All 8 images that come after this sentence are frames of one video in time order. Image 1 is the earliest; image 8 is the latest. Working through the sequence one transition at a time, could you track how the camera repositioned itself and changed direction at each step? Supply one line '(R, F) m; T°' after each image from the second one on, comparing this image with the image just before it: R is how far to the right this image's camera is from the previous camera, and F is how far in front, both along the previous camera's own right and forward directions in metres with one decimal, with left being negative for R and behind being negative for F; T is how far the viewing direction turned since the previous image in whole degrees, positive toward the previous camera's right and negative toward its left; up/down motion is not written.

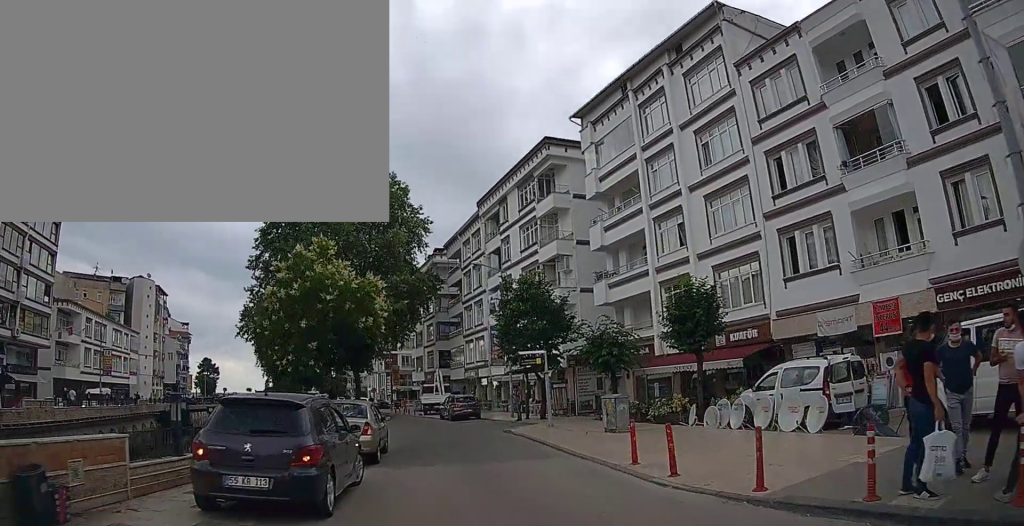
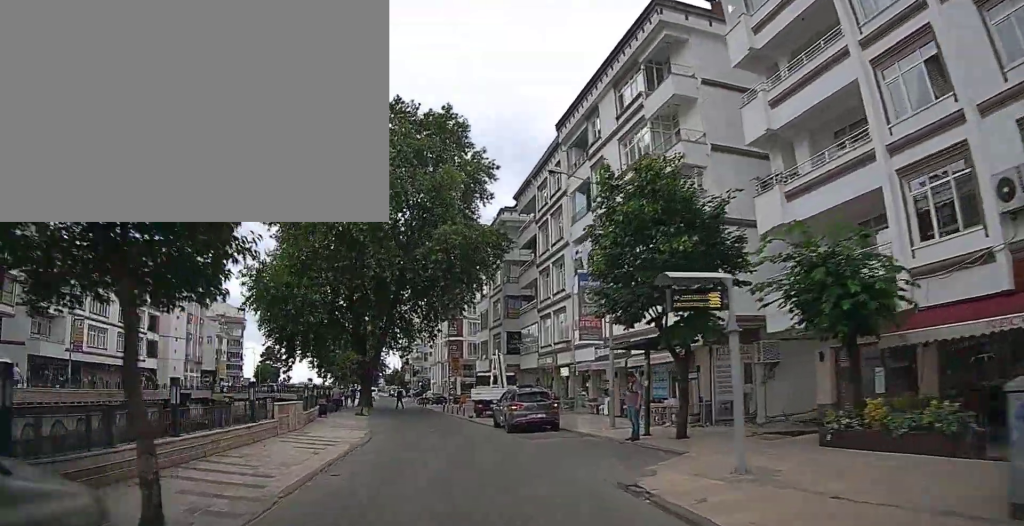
(-0.2, +13.1) m; -5°
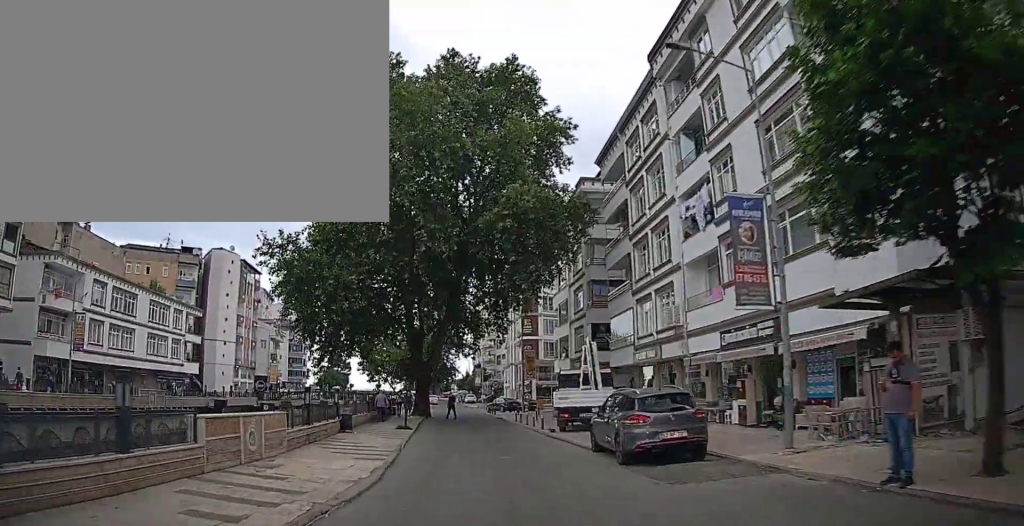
(-0.4, +7.0) m; -6°
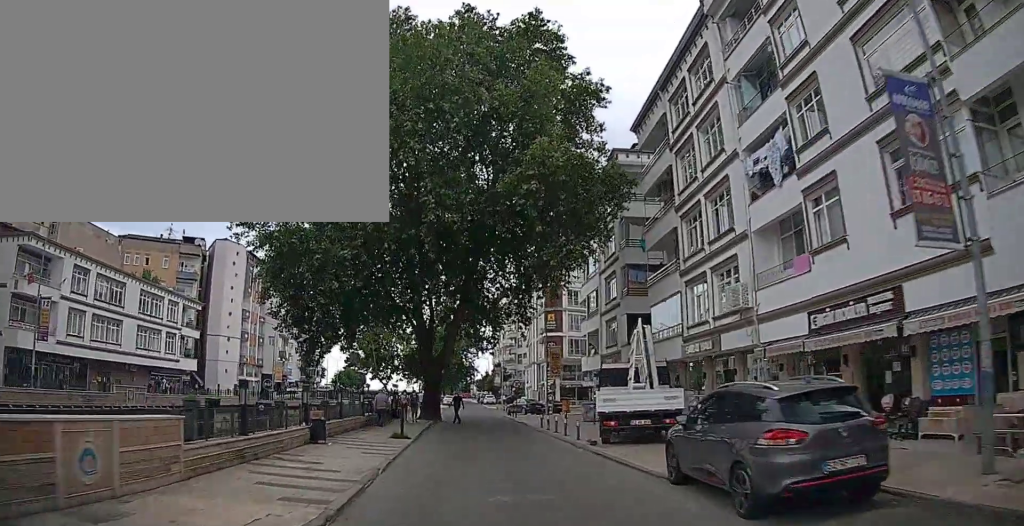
(-0.2, +4.9) m; -4°
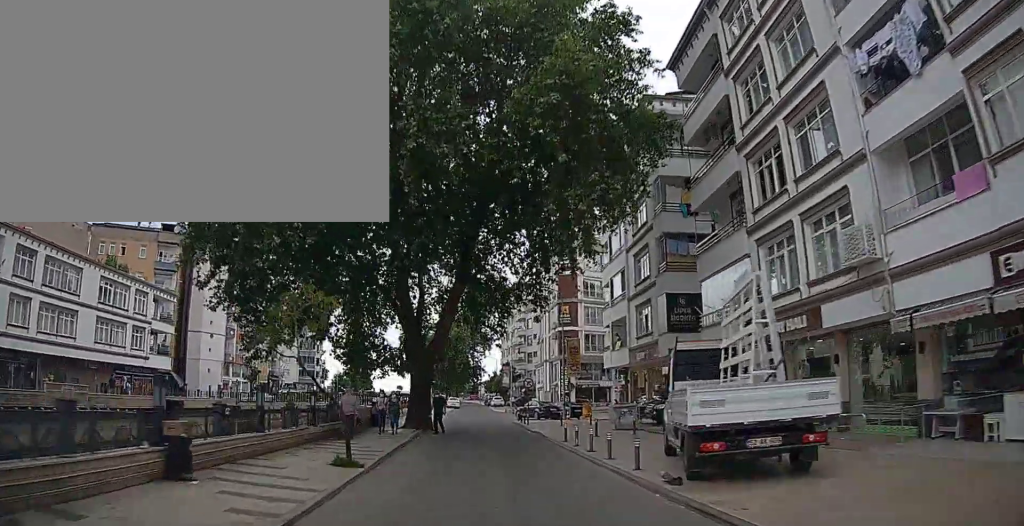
(-0.1, +6.6) m; -2°
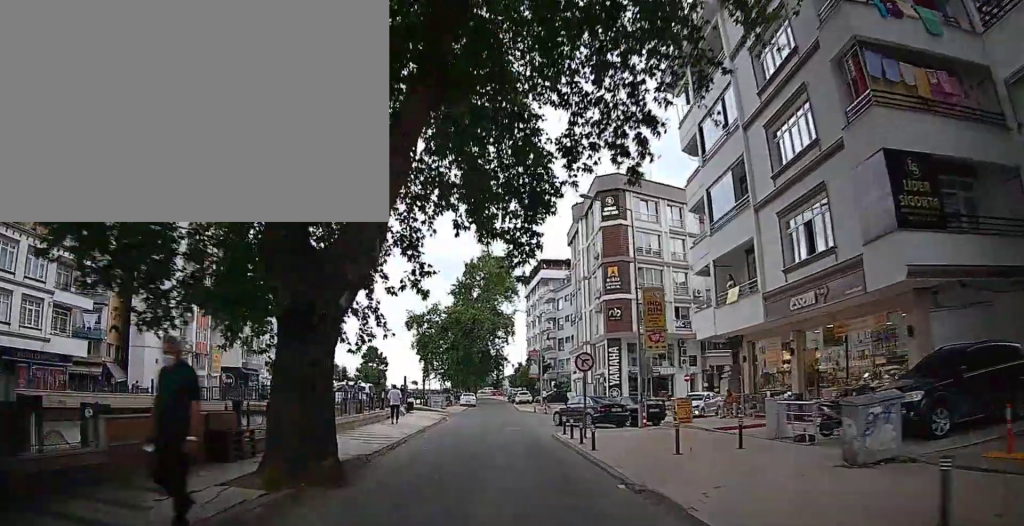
(-0.5, +15.4) m; -2°
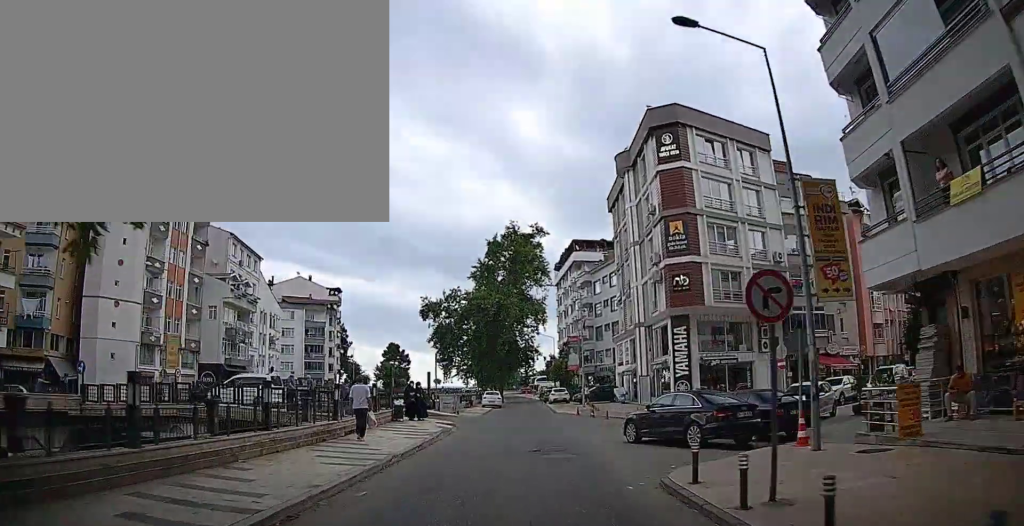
(0.0, +11.3) m; -1°
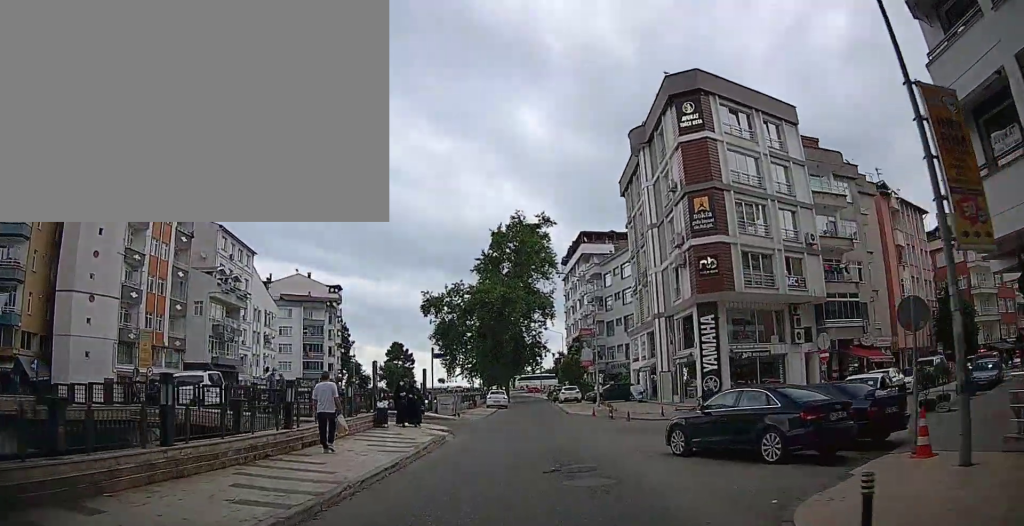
(0.0, +4.3) m; -1°
